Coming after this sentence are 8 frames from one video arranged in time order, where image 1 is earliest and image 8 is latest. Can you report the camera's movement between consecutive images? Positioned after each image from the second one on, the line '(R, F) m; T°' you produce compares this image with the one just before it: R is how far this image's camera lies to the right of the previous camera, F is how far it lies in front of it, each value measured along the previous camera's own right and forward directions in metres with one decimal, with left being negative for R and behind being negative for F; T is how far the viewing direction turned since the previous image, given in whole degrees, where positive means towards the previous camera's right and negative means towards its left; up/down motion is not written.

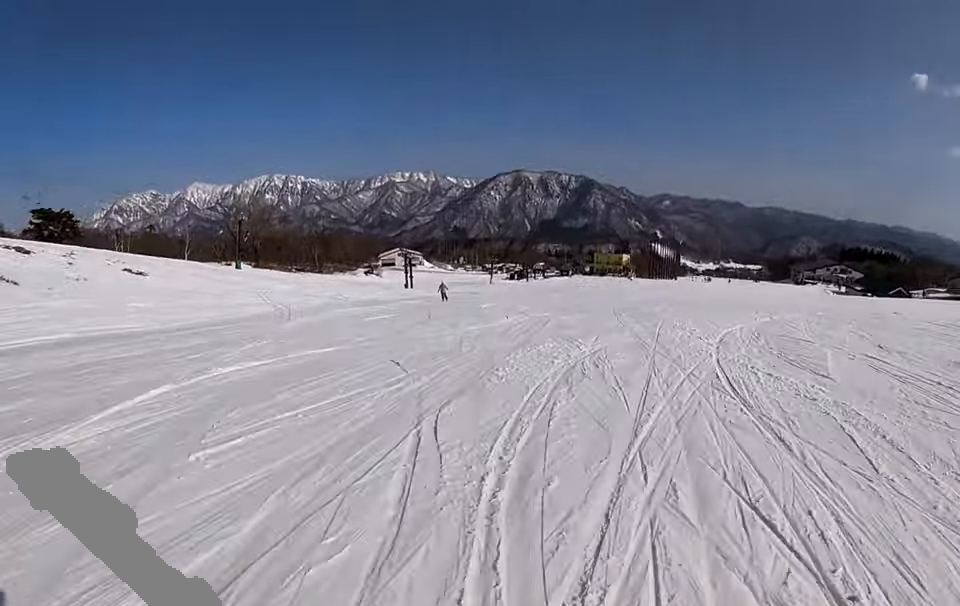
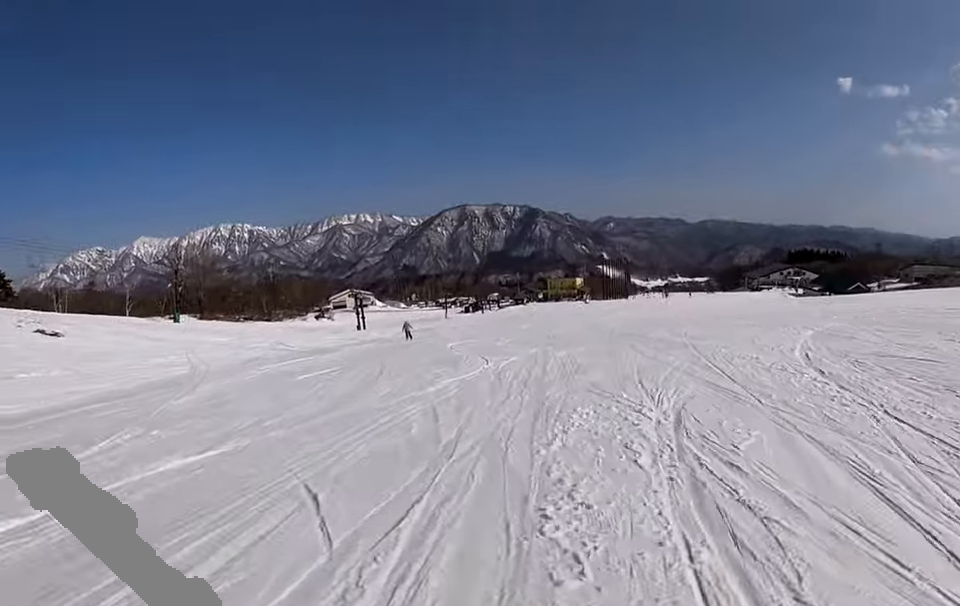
(+0.4, +5.3) m; 0°
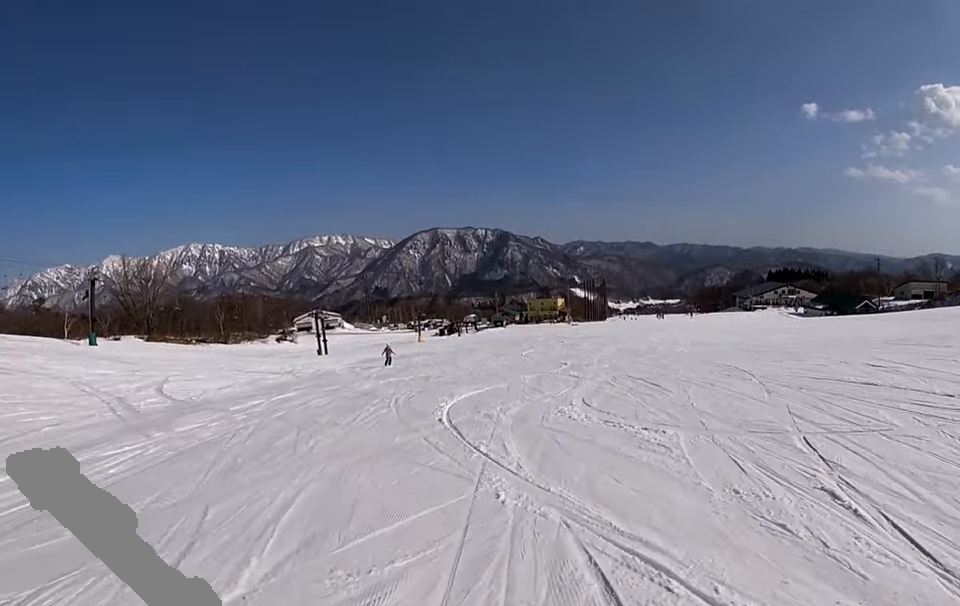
(-0.1, +14.7) m; +2°
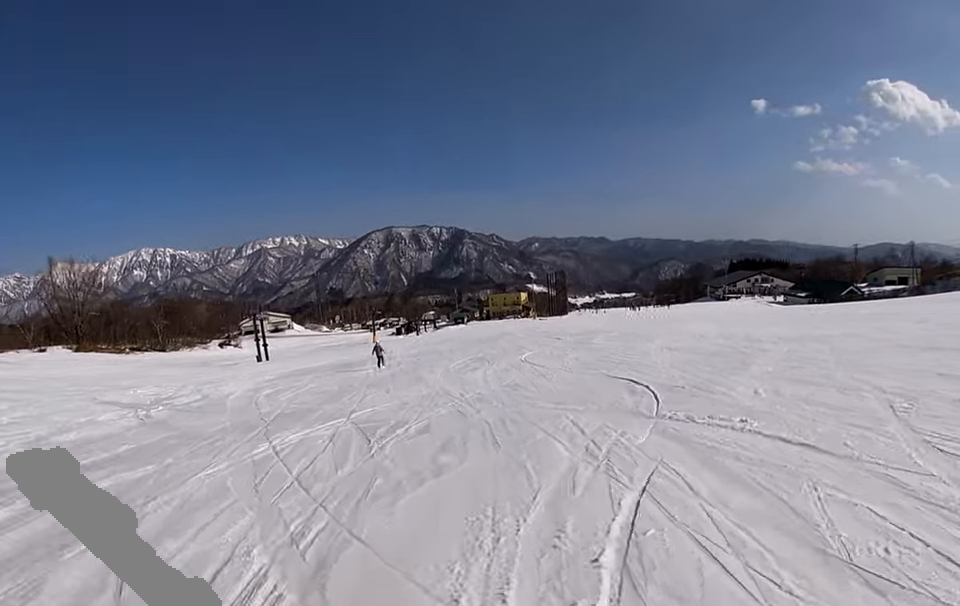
(+0.8, +11.6) m; +9°
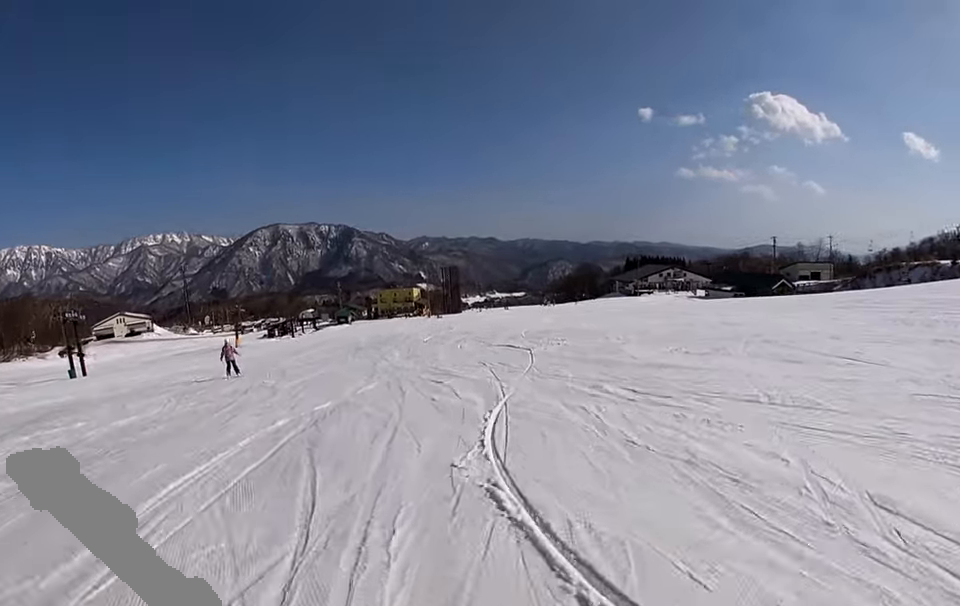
(+2.9, +19.5) m; +11°
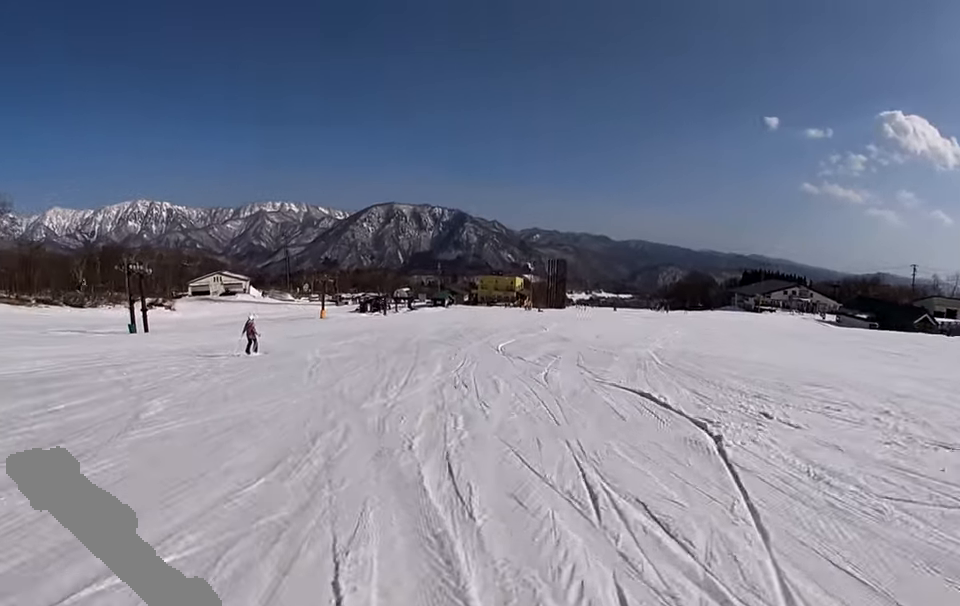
(+0.5, +9.2) m; -3°
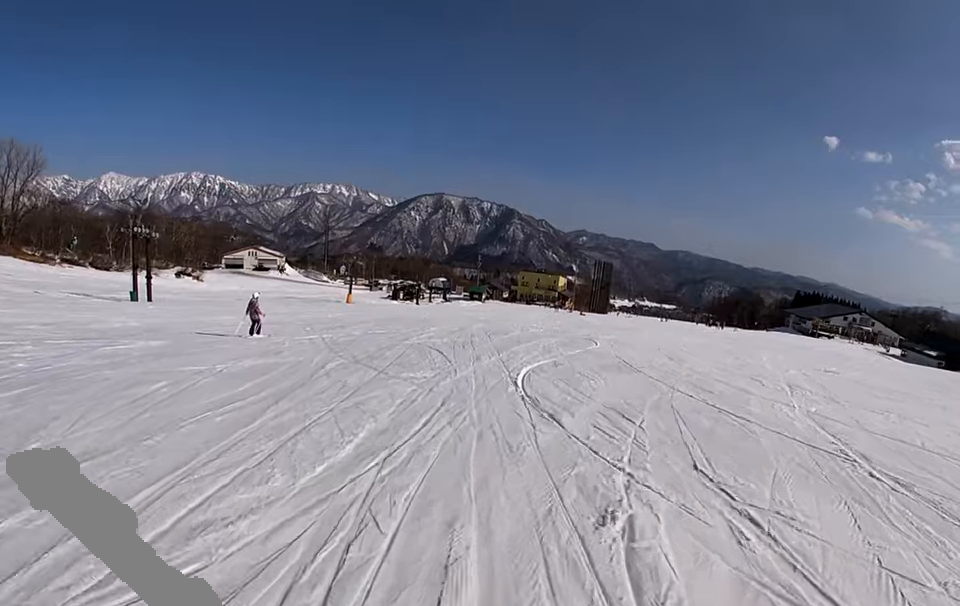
(-1.3, +7.7) m; 0°
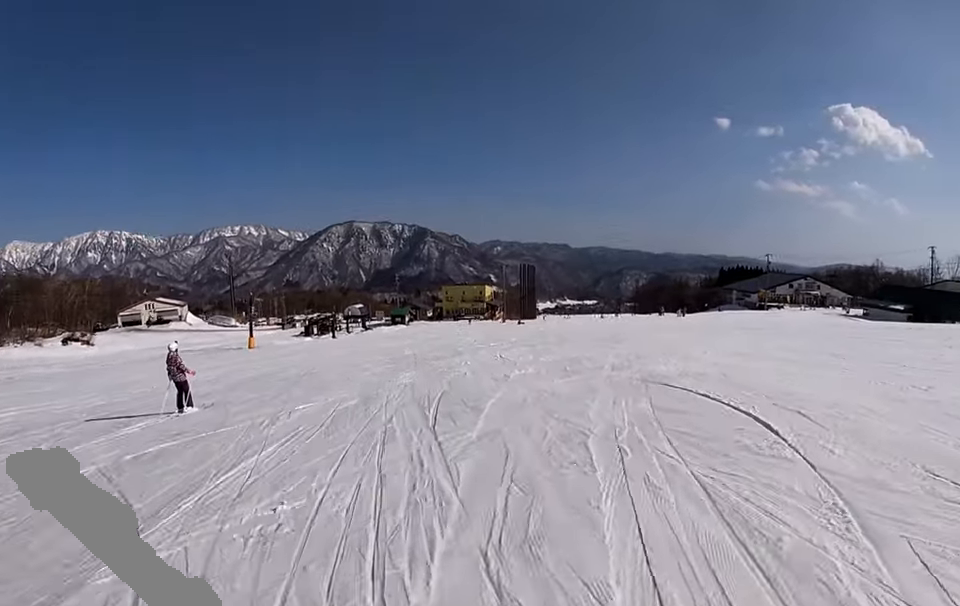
(+1.1, +12.7) m; 0°
